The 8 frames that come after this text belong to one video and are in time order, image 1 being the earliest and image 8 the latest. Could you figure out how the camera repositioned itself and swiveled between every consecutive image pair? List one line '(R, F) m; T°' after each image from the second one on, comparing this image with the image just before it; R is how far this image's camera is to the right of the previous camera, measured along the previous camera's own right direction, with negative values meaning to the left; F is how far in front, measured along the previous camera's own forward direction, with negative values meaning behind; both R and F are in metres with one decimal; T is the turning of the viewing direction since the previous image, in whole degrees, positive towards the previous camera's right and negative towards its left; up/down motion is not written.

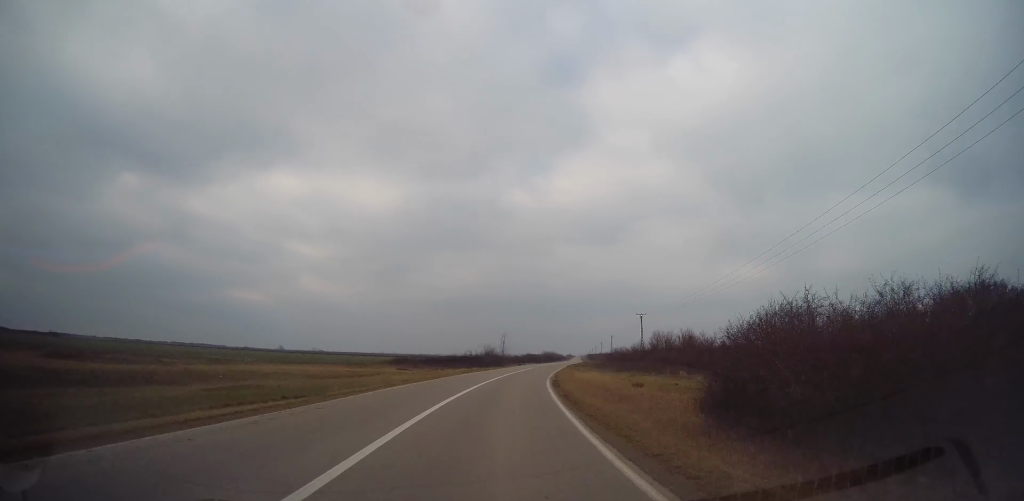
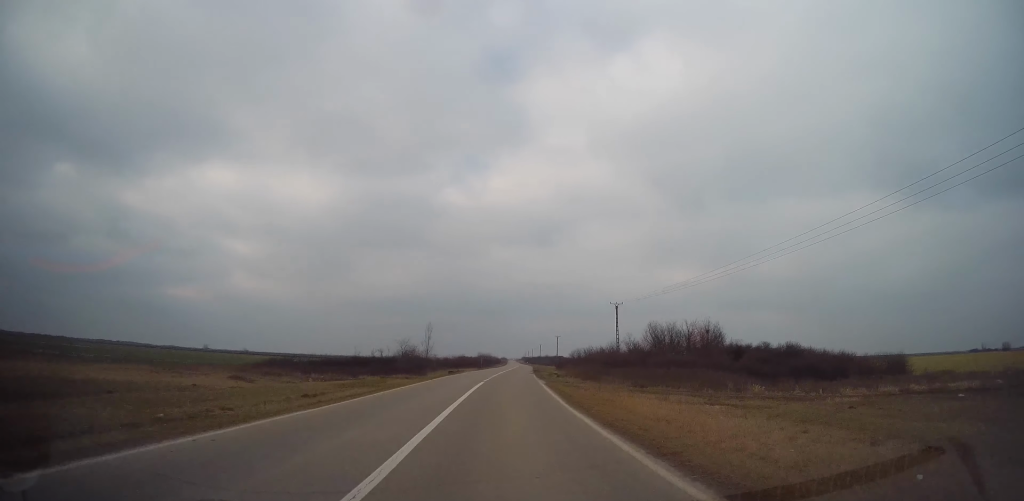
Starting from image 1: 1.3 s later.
(+1.3, +32.7) m; +6°
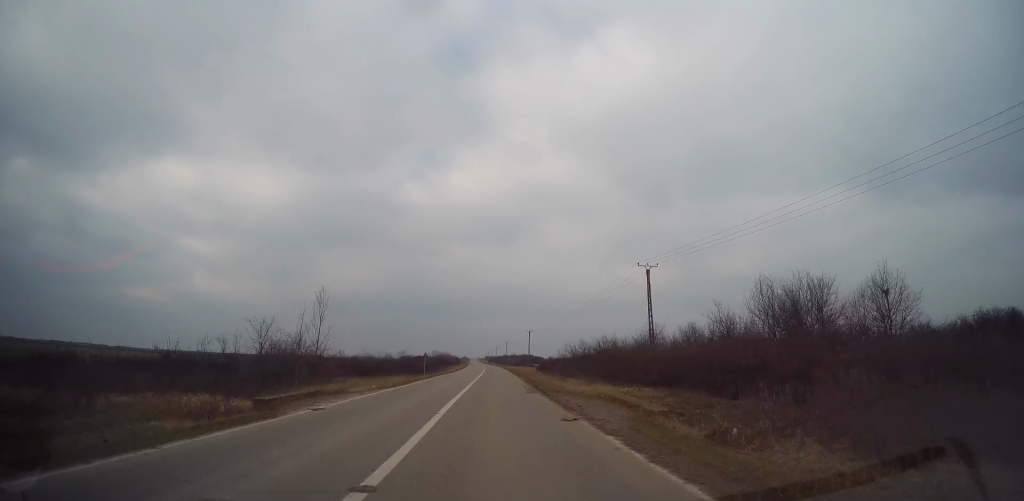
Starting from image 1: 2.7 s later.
(+2.8, +37.3) m; +6°
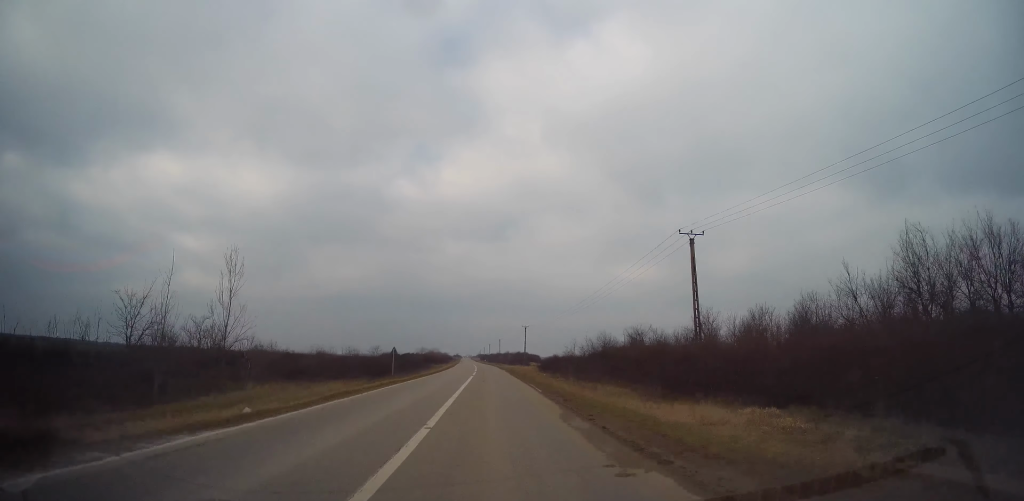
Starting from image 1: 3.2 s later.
(+0.1, +14.7) m; 0°
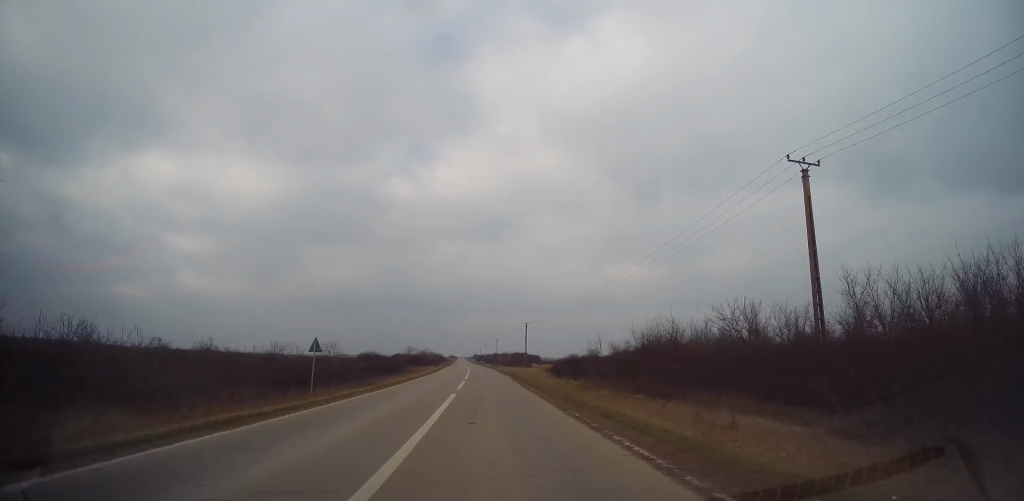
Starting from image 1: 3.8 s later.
(-0.2, +17.6) m; 0°
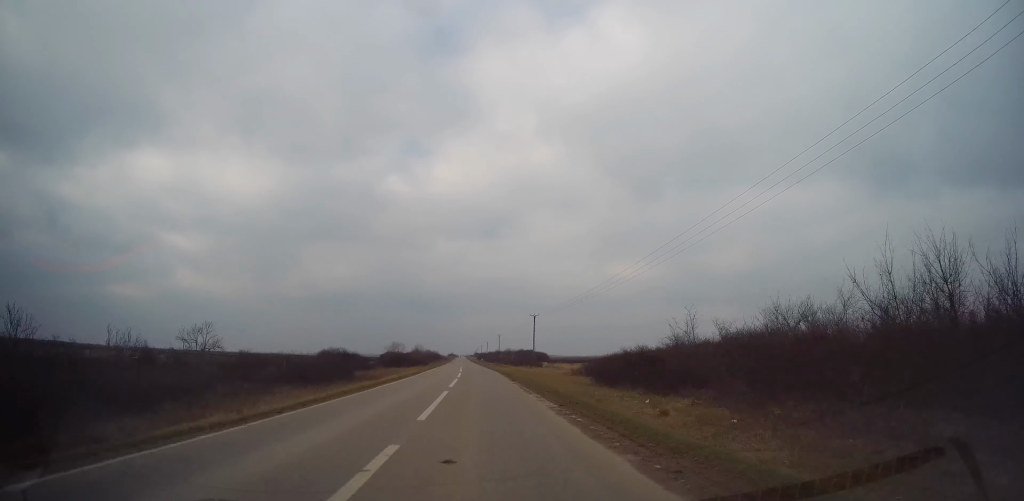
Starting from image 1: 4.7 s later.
(+0.2, +23.4) m; +1°
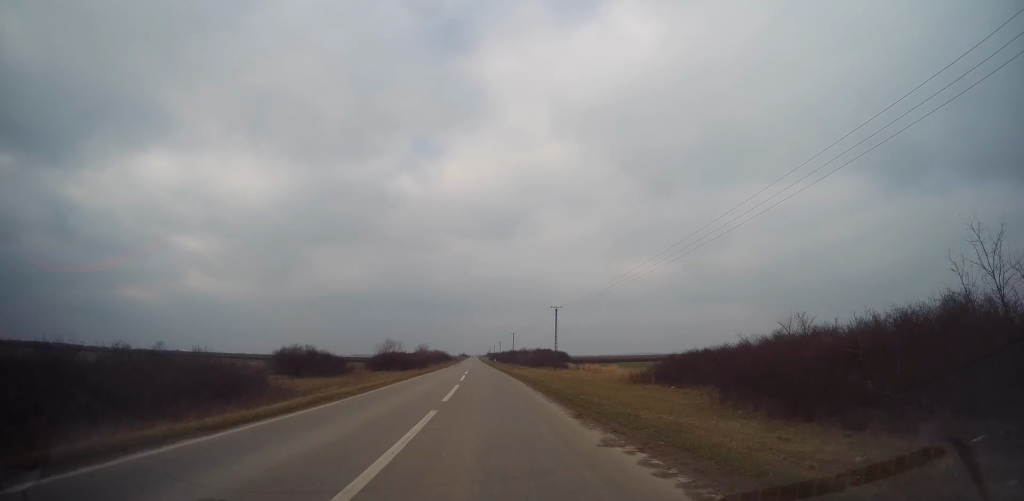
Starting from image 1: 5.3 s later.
(+0.1, +18.6) m; 0°
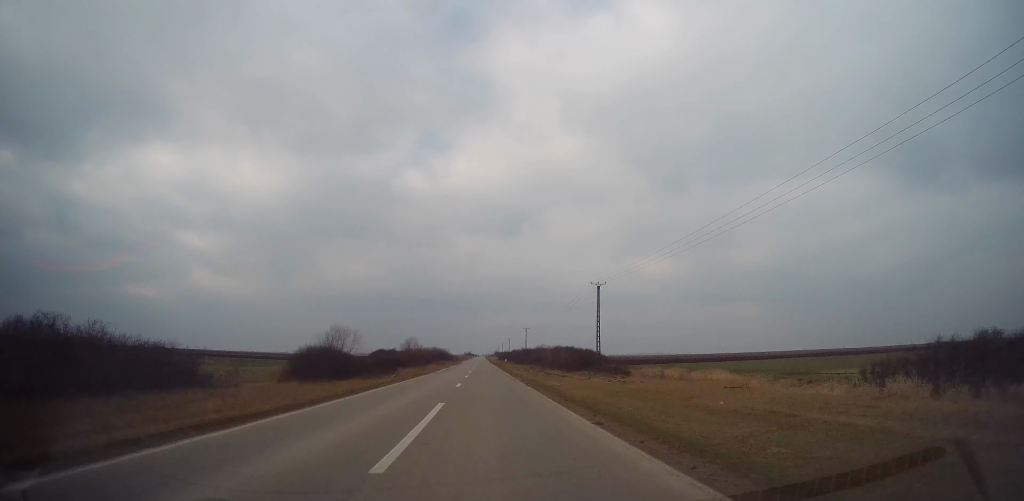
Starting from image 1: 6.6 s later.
(-0.3, +35.3) m; -1°
